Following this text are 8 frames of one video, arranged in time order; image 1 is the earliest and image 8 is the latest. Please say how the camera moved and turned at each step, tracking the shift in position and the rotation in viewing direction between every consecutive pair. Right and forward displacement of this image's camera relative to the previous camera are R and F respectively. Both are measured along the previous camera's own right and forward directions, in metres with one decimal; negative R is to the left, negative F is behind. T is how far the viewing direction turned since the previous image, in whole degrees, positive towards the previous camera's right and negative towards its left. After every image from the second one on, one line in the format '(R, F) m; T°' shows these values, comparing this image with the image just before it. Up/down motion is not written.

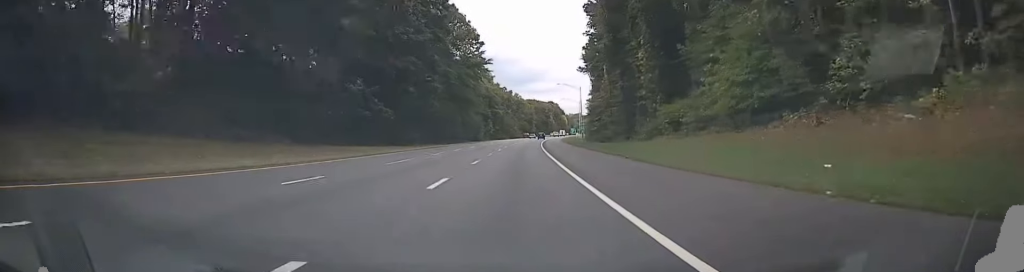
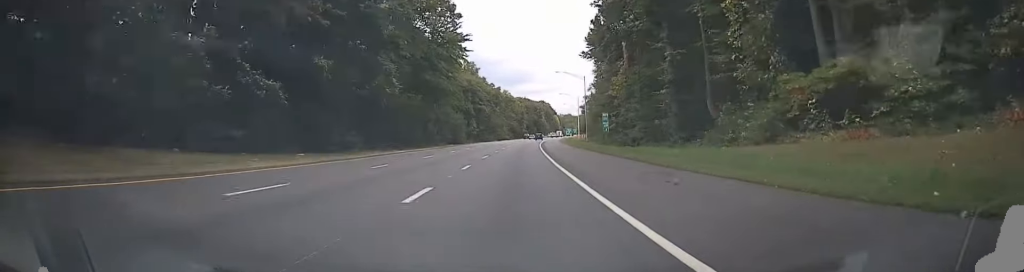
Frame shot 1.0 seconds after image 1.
(+0.3, +27.9) m; +1°
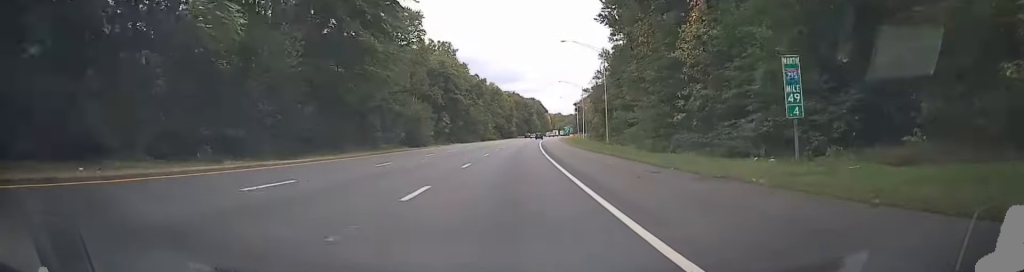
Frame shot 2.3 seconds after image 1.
(+0.3, +37.6) m; +1°
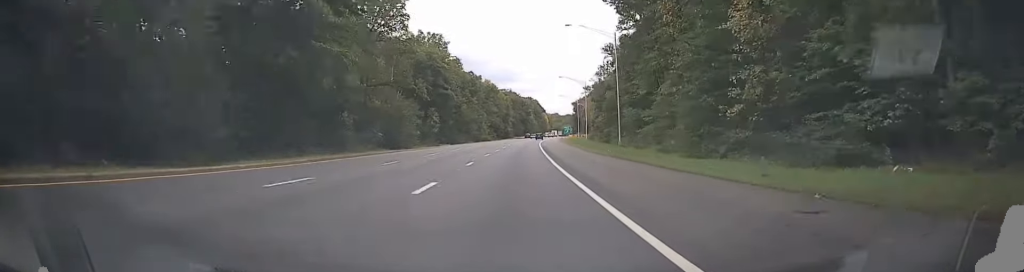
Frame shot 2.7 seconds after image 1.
(0.0, +10.0) m; +1°
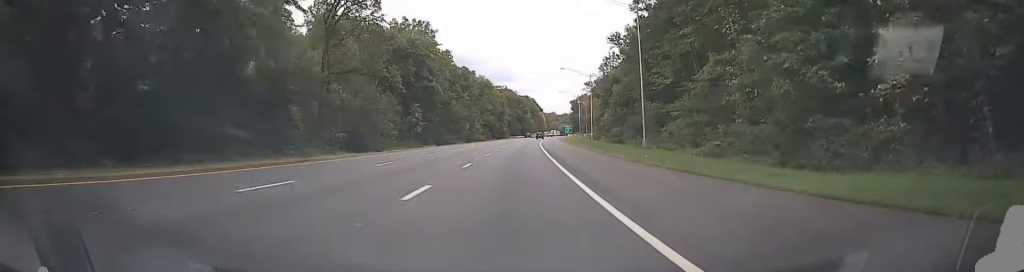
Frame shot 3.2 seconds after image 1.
(0.0, +12.3) m; +1°
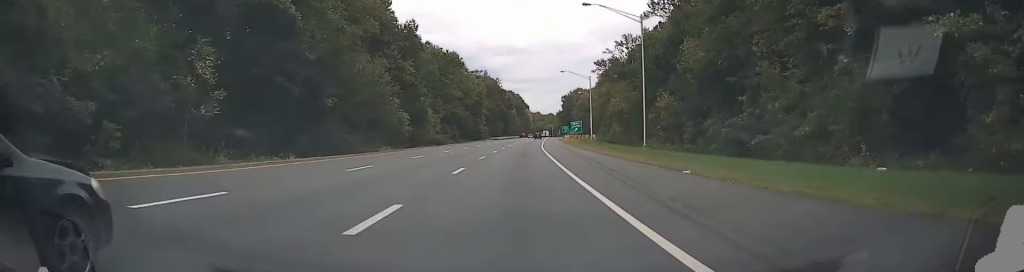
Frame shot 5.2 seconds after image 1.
(+1.3, +48.5) m; +2°
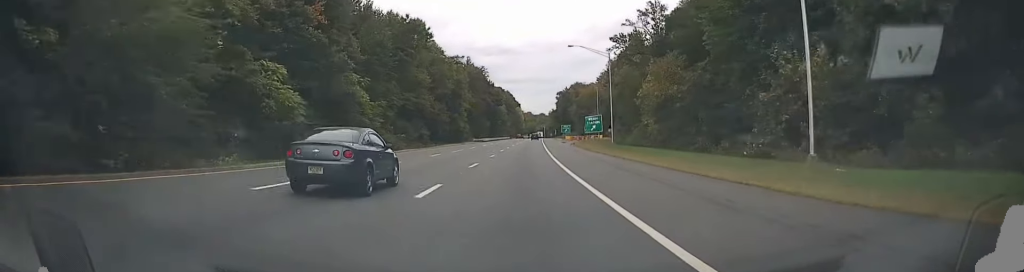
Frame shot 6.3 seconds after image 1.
(+0.1, +30.0) m; 0°
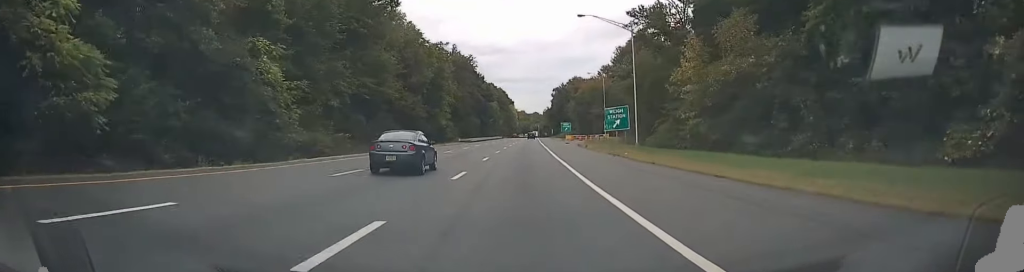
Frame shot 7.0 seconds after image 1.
(0.0, +18.9) m; +1°
